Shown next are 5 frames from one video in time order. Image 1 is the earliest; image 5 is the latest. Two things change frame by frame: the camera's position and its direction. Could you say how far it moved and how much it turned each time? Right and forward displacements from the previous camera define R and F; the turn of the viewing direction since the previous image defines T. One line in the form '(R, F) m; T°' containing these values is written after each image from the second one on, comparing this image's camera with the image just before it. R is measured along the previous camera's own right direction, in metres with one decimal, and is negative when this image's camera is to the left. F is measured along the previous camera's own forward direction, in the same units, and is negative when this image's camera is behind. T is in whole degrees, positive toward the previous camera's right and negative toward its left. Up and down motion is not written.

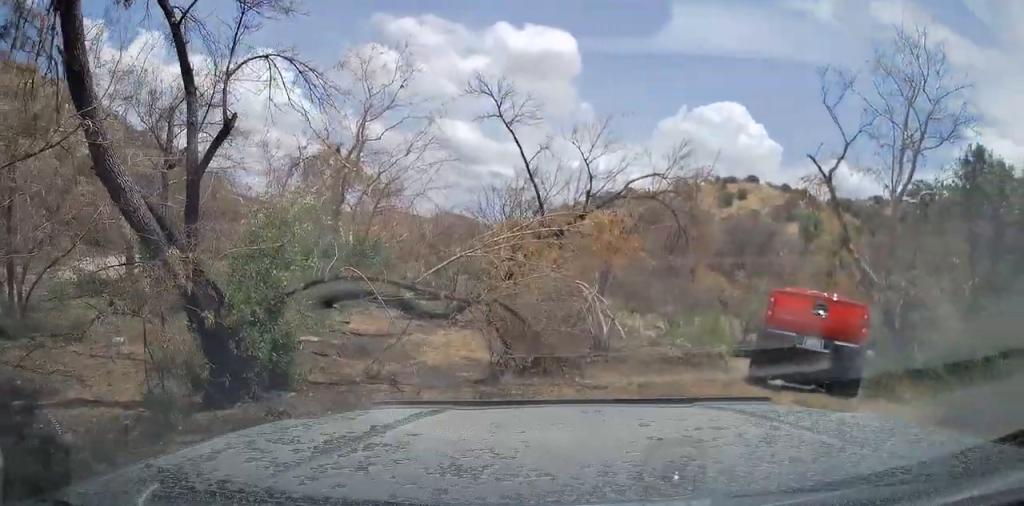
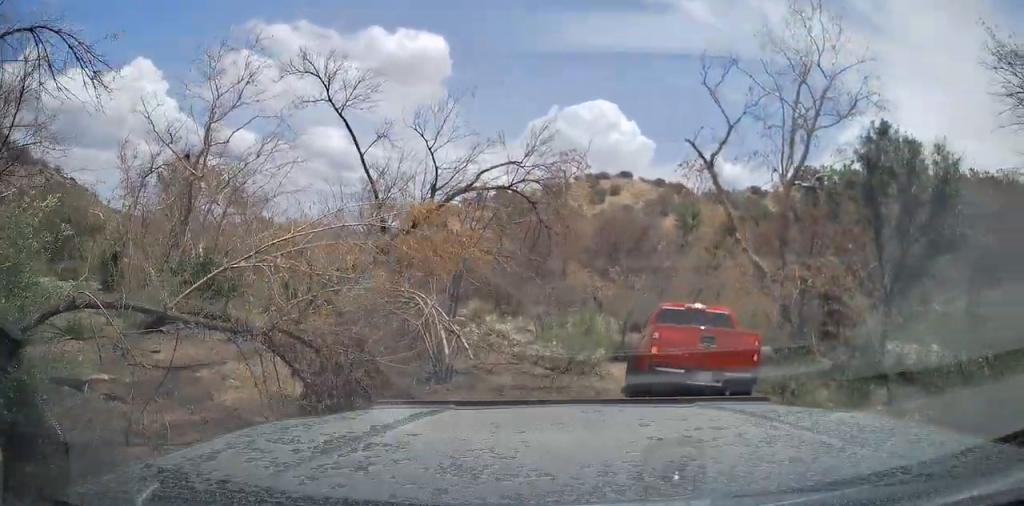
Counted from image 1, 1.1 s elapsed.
(+0.5, +2.4) m; +22°
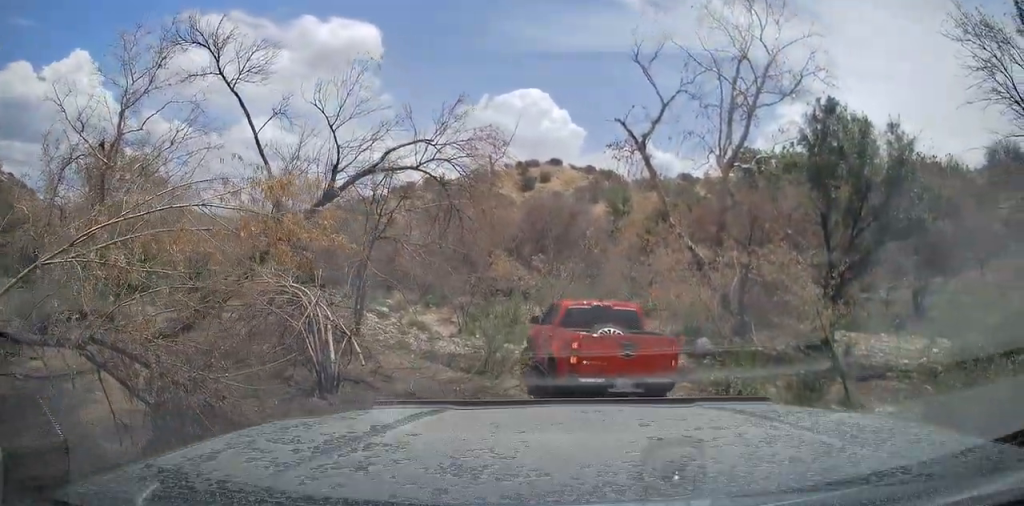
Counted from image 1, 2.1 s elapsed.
(+0.2, +1.7) m; +6°
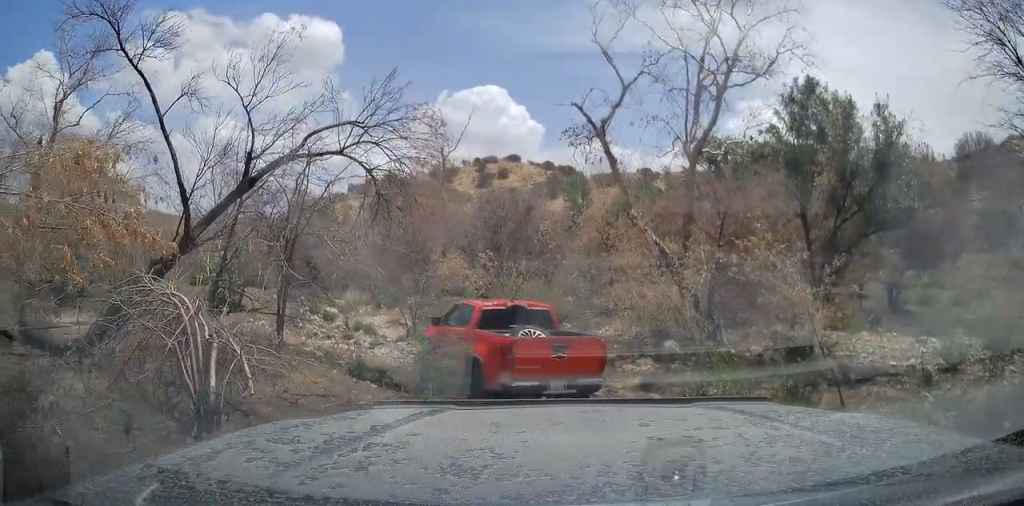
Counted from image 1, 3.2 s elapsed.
(-0.1, +1.8) m; -2°
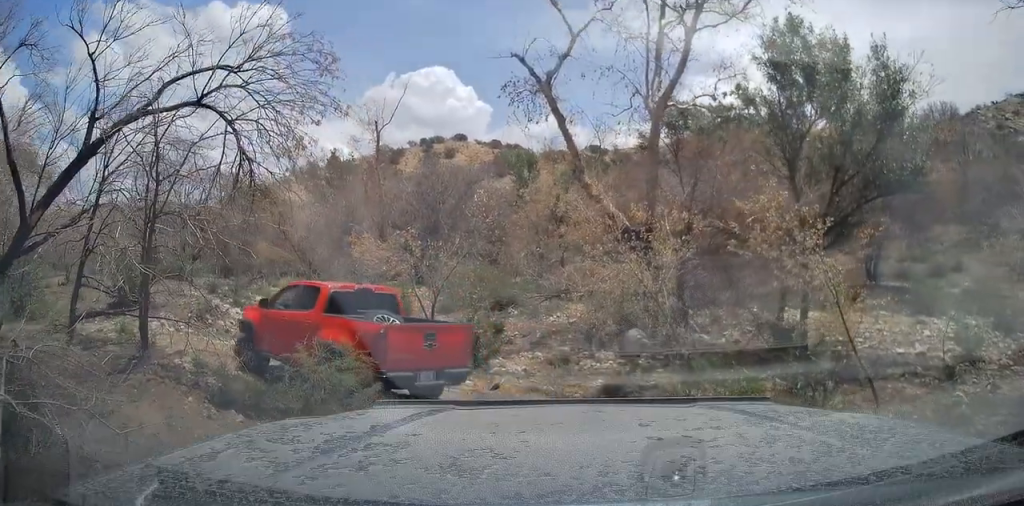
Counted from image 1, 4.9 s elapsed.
(+0.1, +2.5) m; -3°
